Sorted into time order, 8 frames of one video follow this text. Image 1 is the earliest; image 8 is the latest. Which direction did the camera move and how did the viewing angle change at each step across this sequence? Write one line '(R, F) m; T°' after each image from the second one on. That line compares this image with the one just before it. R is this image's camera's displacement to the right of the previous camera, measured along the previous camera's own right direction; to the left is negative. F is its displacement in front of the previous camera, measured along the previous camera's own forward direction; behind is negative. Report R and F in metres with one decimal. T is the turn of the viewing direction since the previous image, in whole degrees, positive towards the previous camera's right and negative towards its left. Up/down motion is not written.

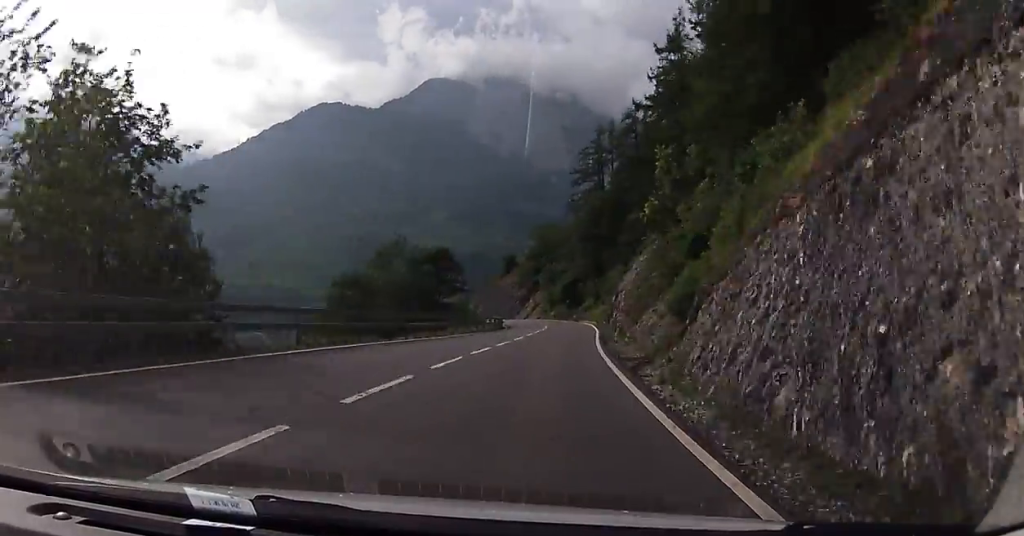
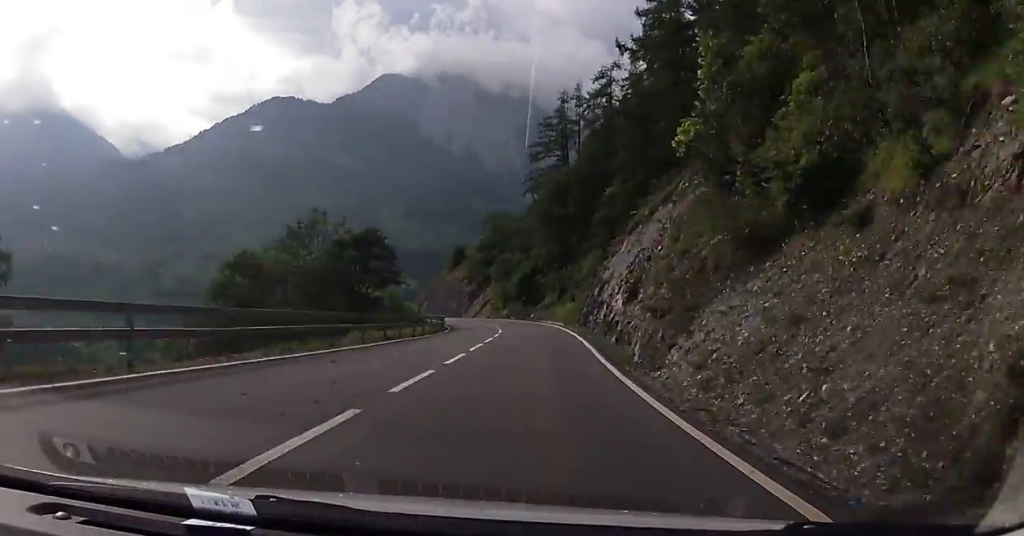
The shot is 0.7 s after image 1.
(+0.4, +16.2) m; +2°
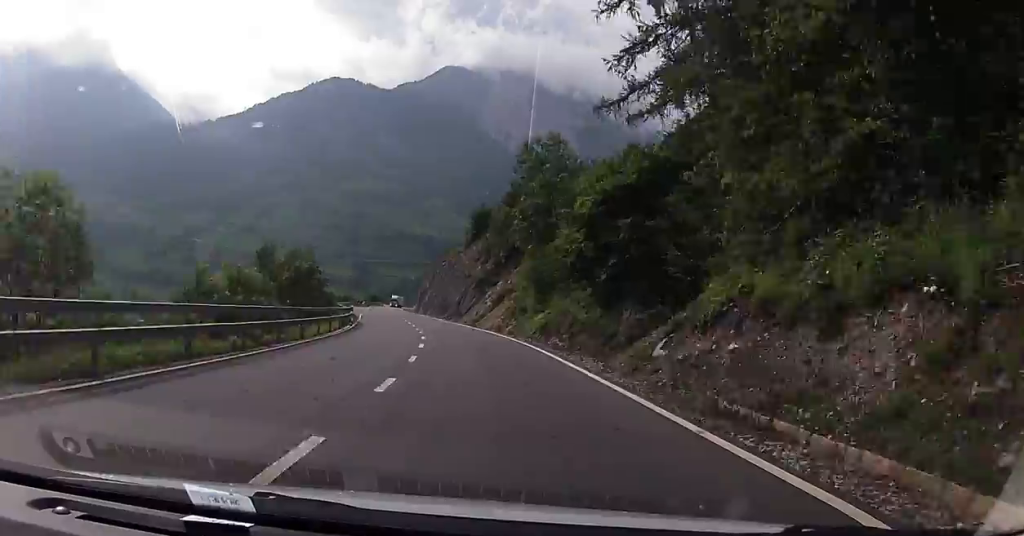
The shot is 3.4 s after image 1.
(-1.1, +62.6) m; -7°
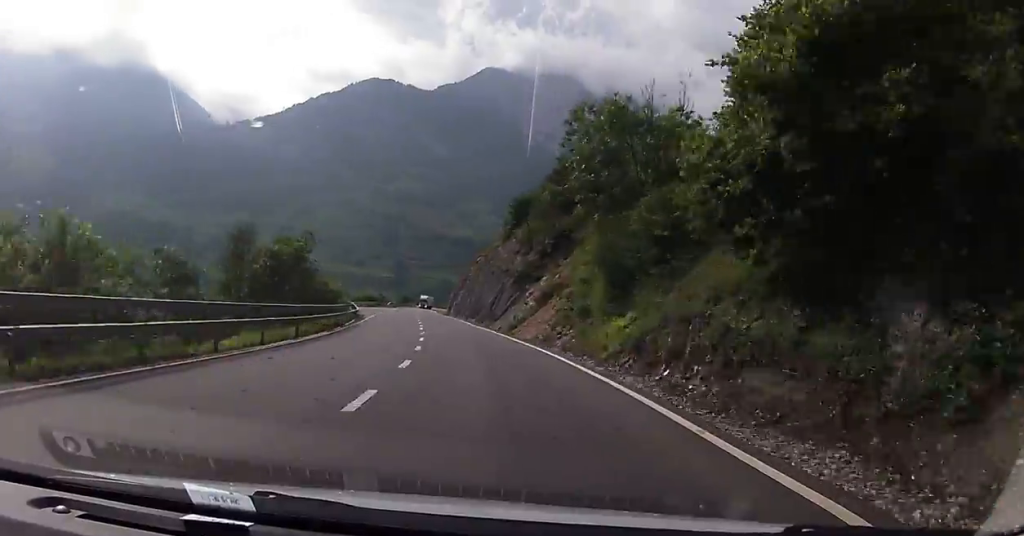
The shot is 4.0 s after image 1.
(-0.8, +14.8) m; -4°
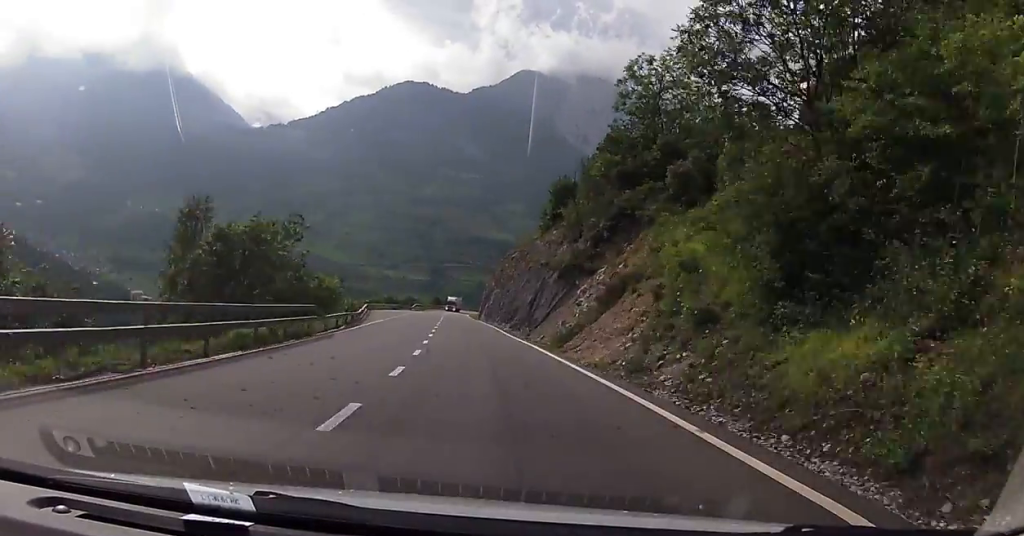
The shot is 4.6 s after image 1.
(-0.5, +13.2) m; -2°
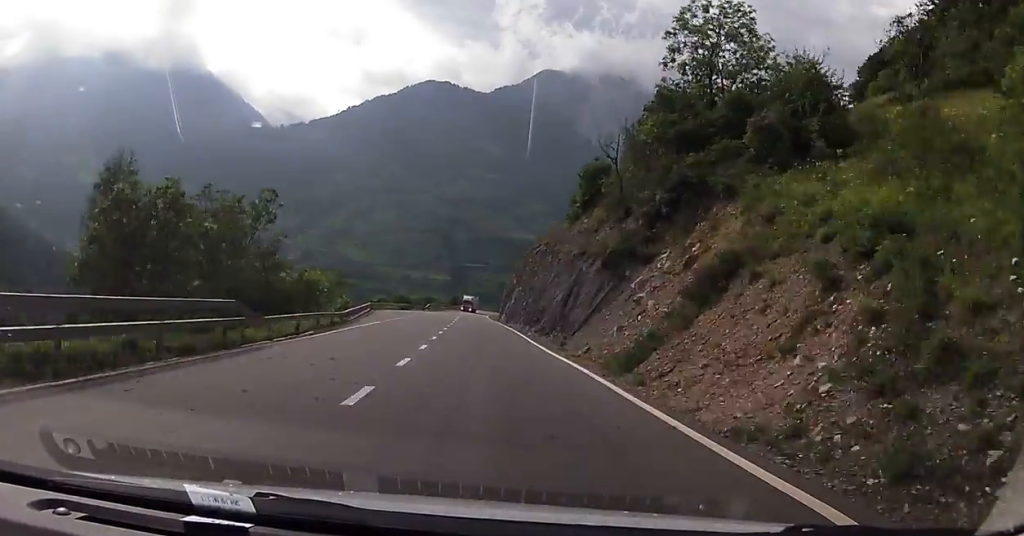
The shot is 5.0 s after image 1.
(-0.4, +10.1) m; -1°
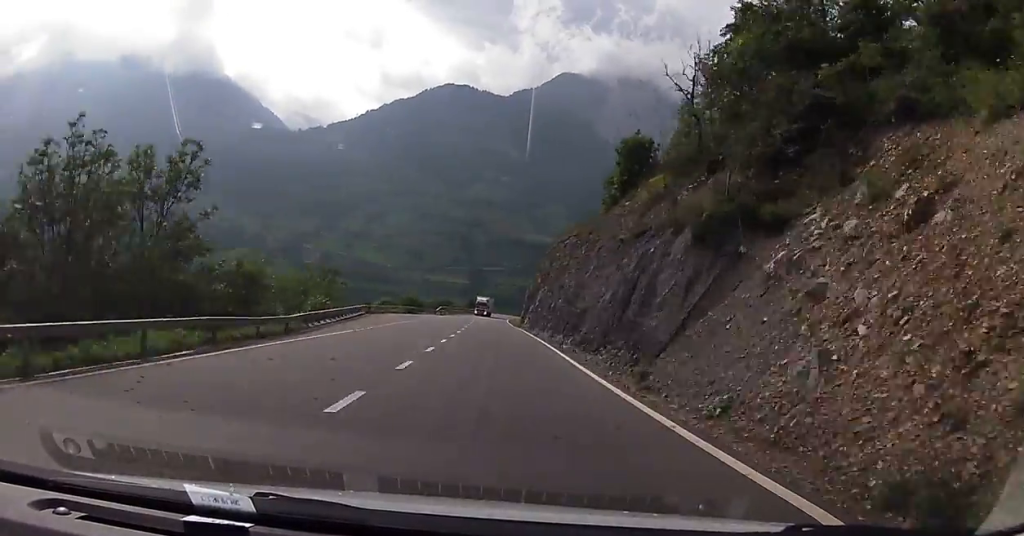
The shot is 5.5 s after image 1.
(-0.1, +12.6) m; 0°
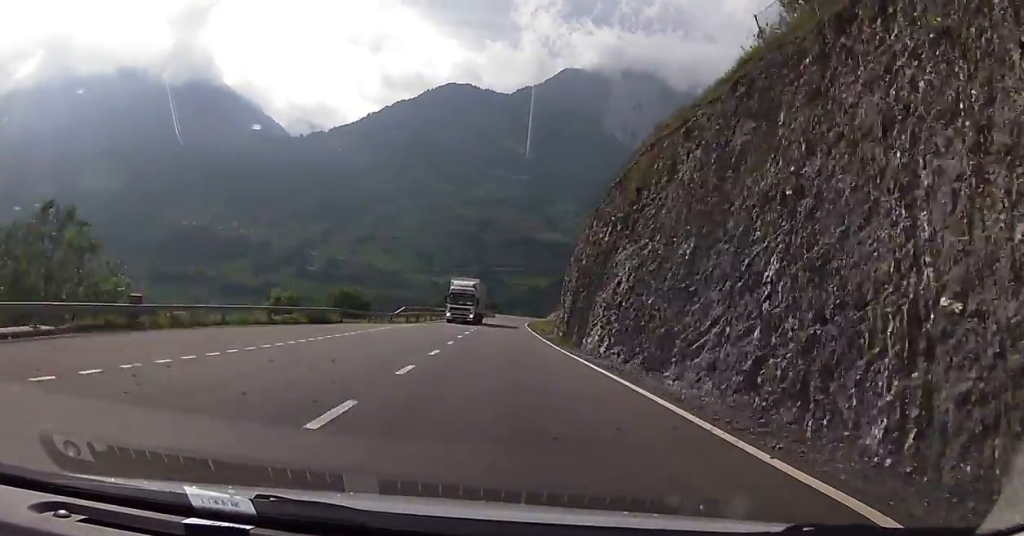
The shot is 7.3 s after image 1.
(+0.6, +42.6) m; +1°
